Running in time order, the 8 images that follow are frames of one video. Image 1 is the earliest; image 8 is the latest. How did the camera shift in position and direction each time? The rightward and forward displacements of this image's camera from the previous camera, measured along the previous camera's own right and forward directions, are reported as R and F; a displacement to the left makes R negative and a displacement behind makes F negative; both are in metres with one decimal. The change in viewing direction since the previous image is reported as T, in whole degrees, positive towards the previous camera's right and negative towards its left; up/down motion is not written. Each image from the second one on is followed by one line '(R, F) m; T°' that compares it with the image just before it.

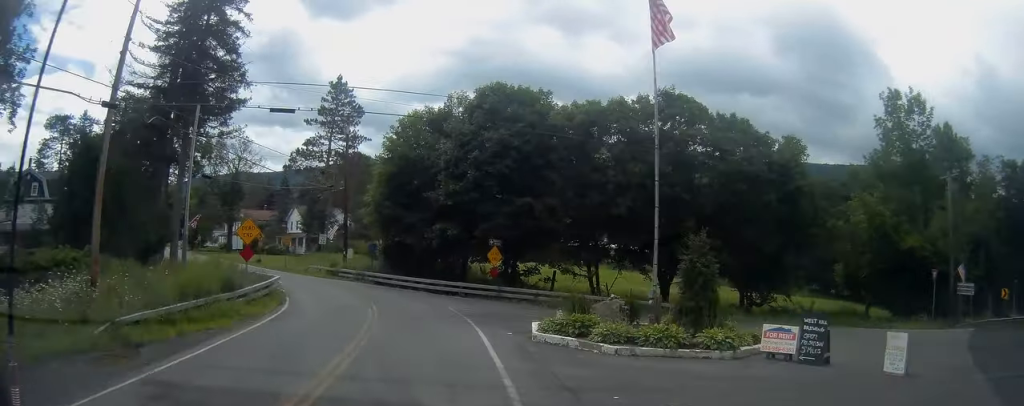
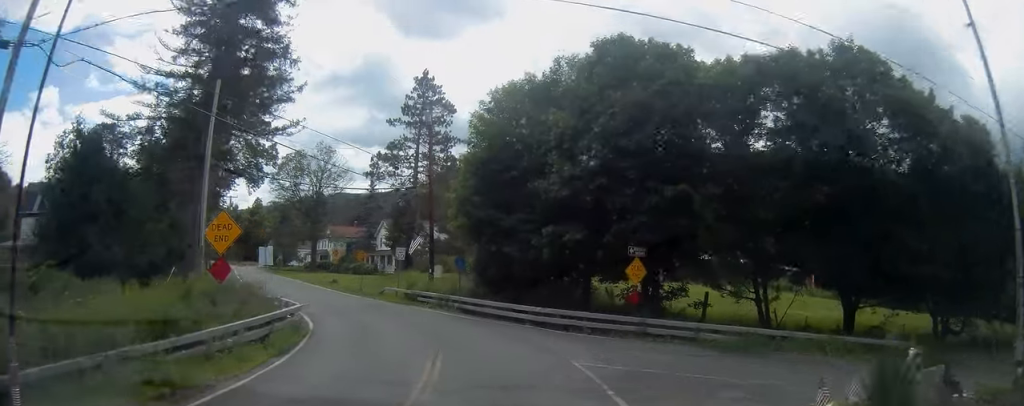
(-1.1, +9.3) m; -9°
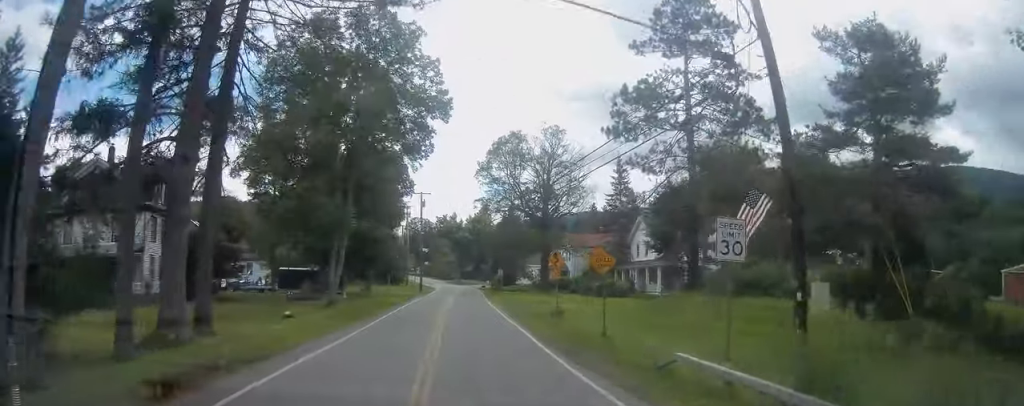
(-3.1, +25.5) m; -16°
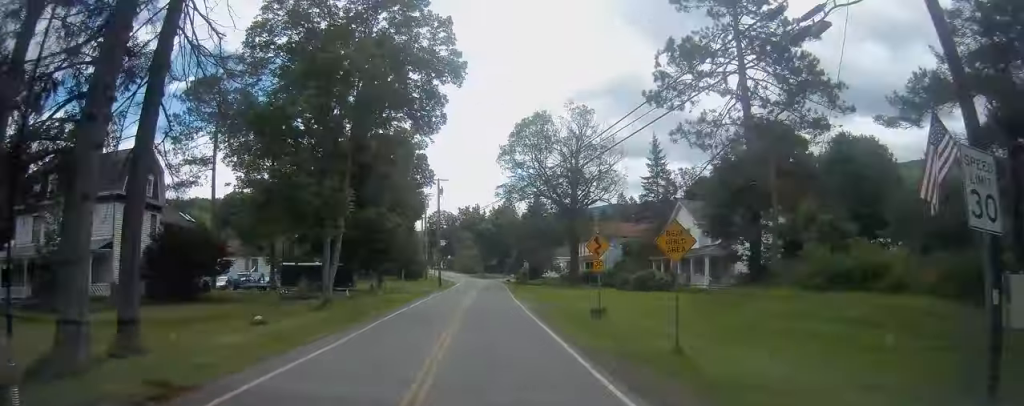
(-0.3, +6.2) m; -3°
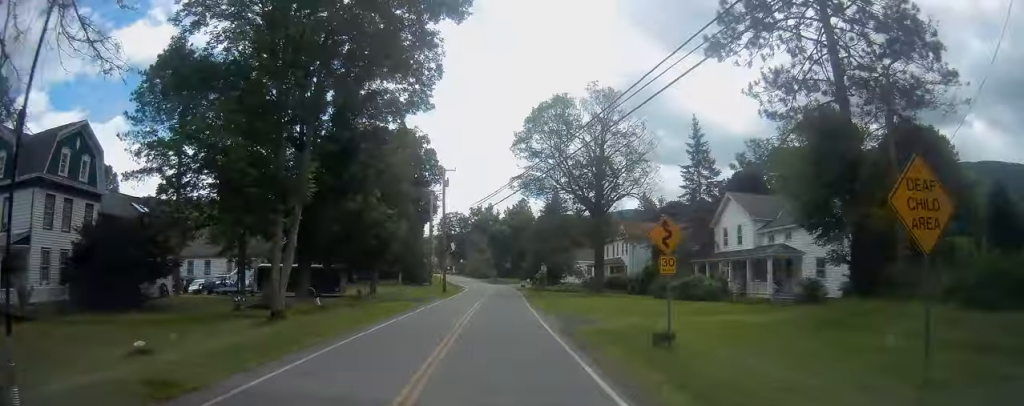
(-0.3, +8.8) m; -3°
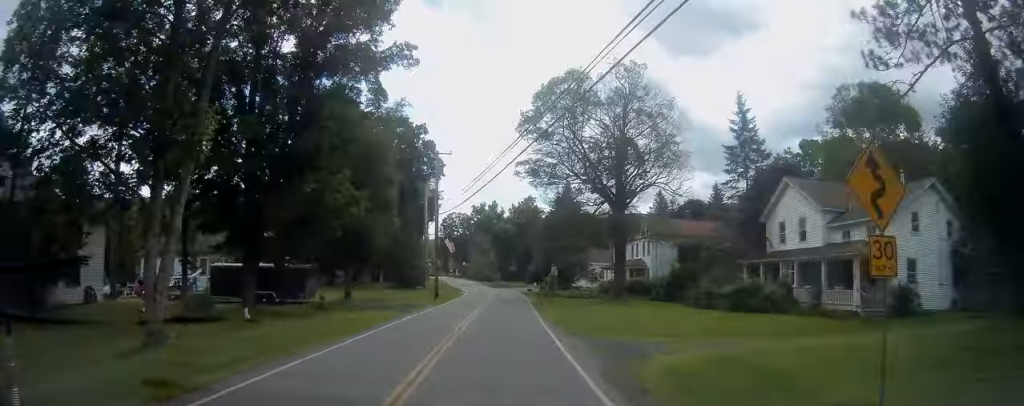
(-0.1, +9.2) m; -1°
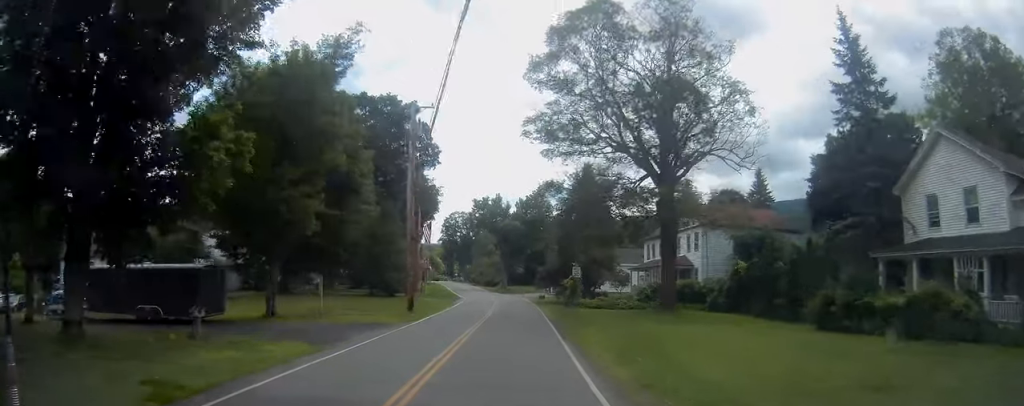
(-0.1, +14.7) m; +2°
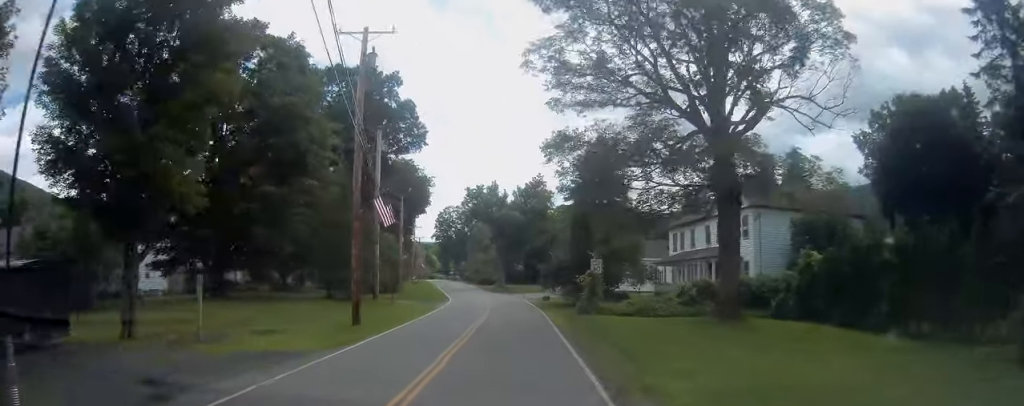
(+0.4, +11.1) m; +1°
